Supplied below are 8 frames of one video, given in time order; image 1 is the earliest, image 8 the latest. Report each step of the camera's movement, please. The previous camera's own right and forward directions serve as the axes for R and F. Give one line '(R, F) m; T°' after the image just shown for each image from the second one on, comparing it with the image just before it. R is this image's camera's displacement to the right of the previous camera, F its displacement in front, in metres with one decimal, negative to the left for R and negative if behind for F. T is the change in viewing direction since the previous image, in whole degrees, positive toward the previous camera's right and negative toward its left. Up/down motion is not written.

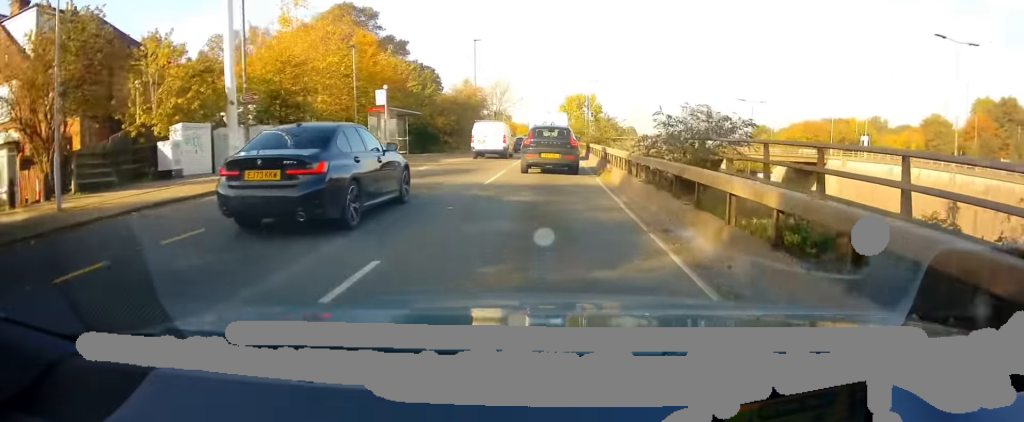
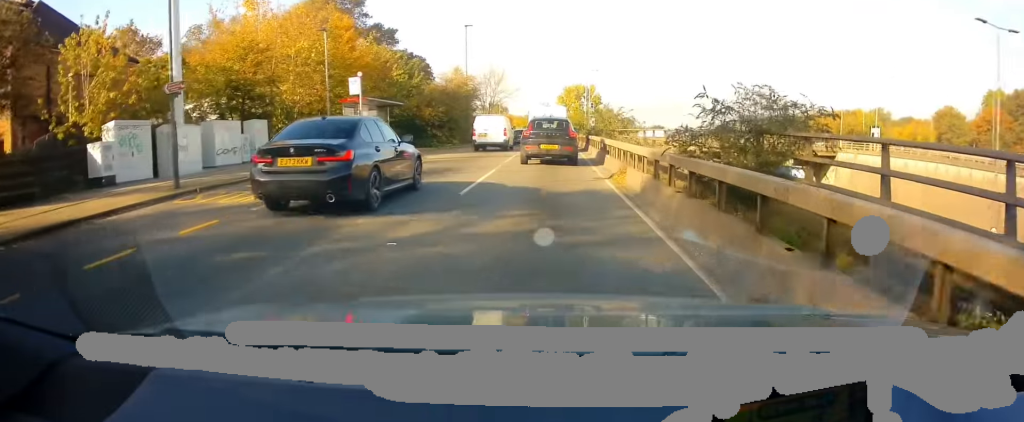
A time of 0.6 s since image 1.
(+0.2, +3.5) m; +3°
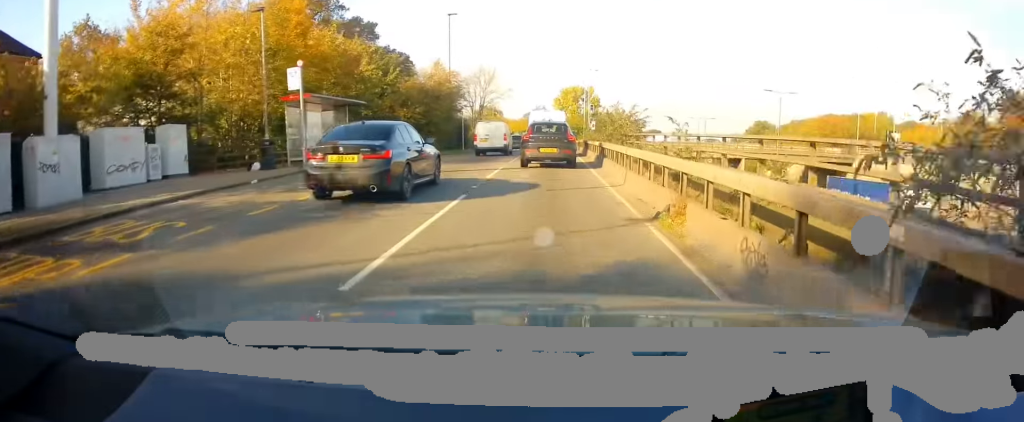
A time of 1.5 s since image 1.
(+0.1, +6.1) m; +1°
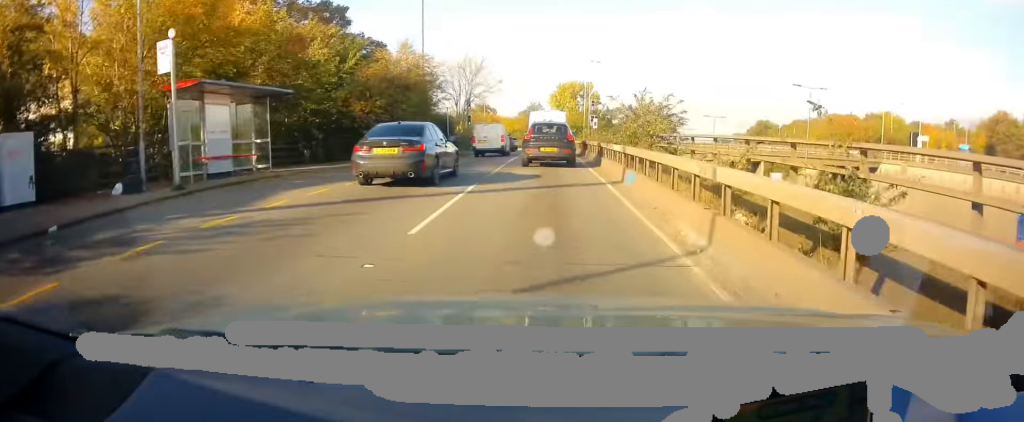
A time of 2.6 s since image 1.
(0.0, +7.3) m; -1°
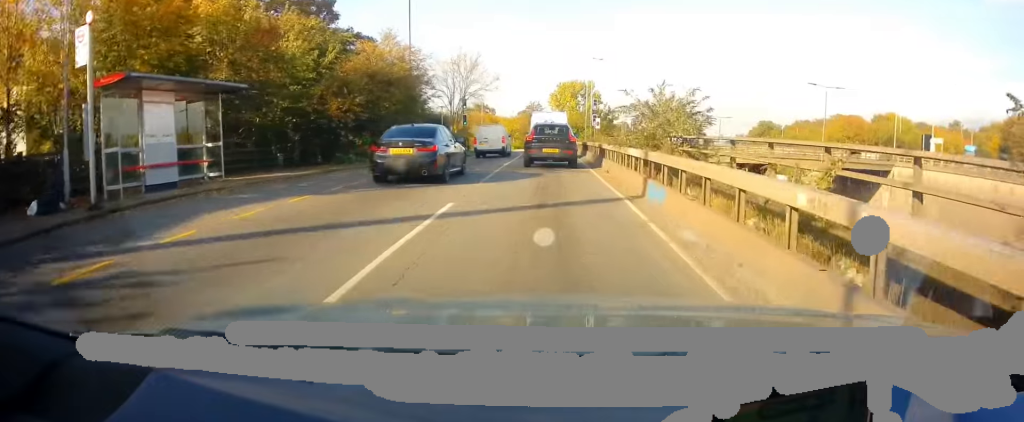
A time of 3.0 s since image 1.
(0.0, +3.0) m; 0°
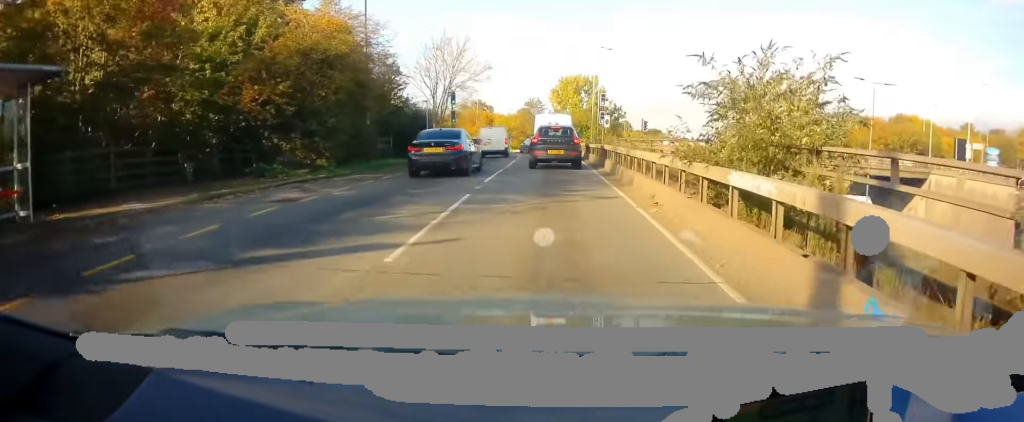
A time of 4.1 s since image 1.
(0.0, +7.4) m; 0°
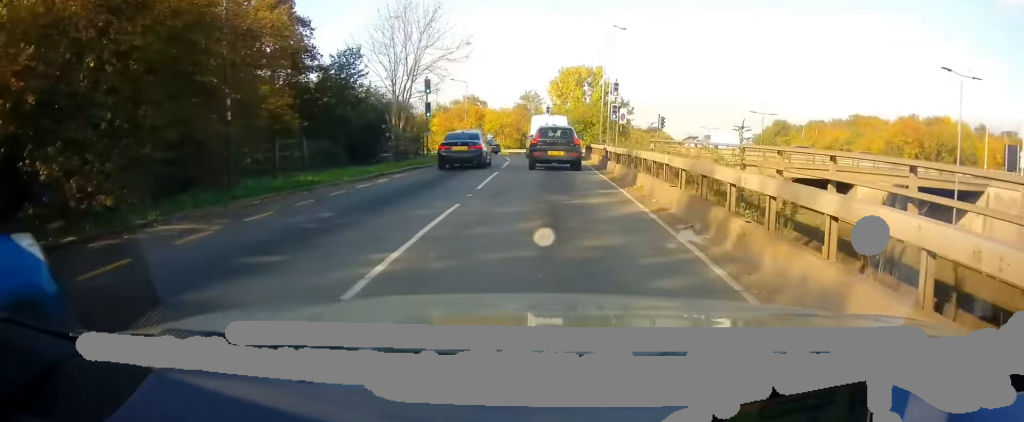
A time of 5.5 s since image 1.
(0.0, +10.1) m; 0°
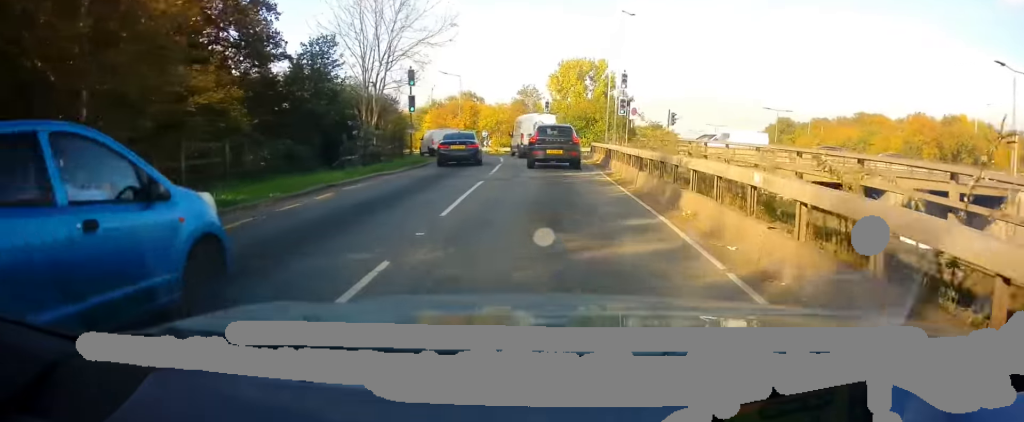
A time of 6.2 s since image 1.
(0.0, +4.6) m; 0°
